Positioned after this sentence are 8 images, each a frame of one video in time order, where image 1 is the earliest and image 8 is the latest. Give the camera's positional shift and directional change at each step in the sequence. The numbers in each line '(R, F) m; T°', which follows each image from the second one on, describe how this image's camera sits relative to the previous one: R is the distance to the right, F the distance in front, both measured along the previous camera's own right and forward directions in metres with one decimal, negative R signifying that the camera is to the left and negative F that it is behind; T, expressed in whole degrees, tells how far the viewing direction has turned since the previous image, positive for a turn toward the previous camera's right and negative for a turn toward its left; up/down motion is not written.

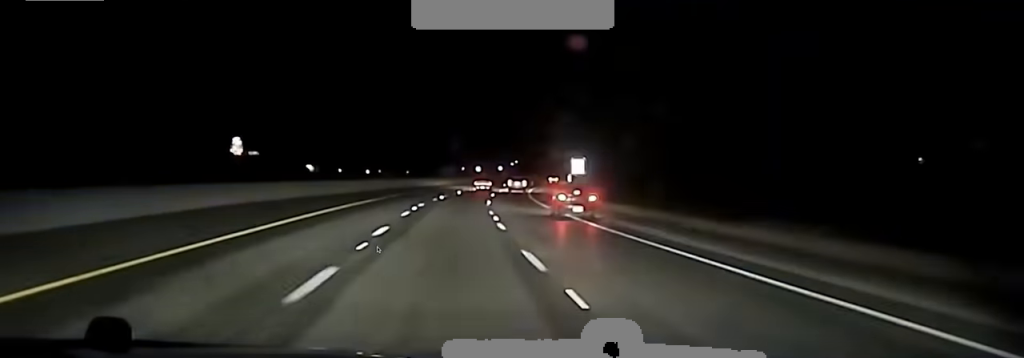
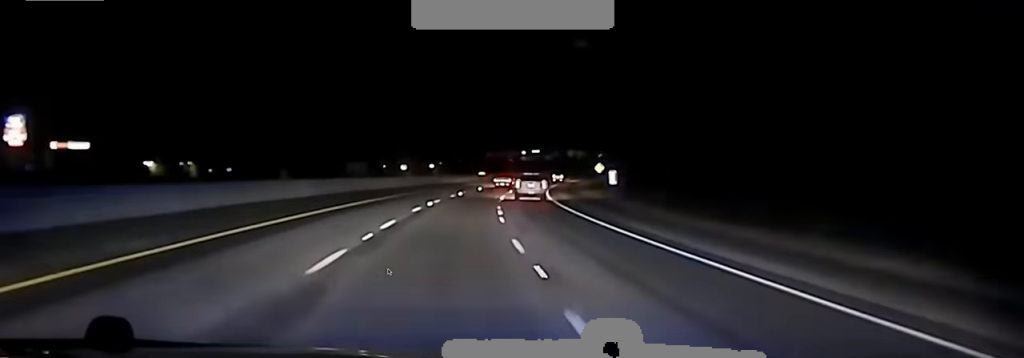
(+0.3, +98.1) m; +2°
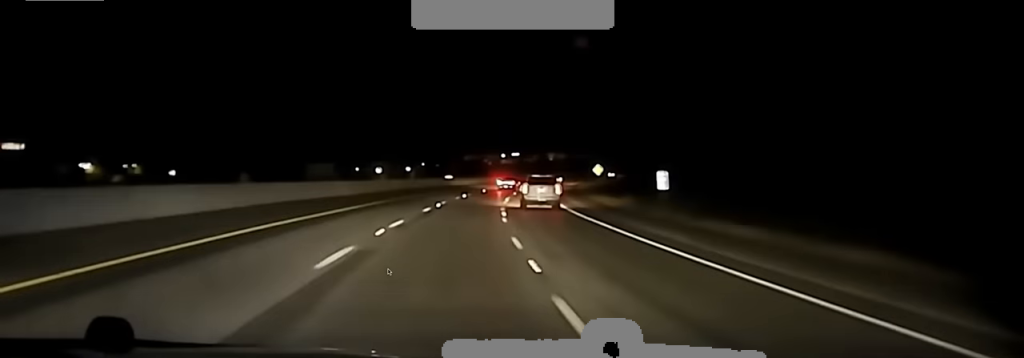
(-0.6, +23.2) m; +1°
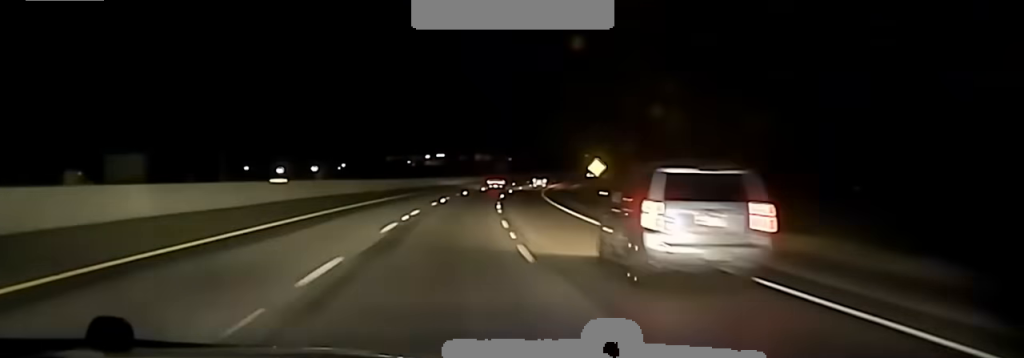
(+4.2, +72.9) m; +6°
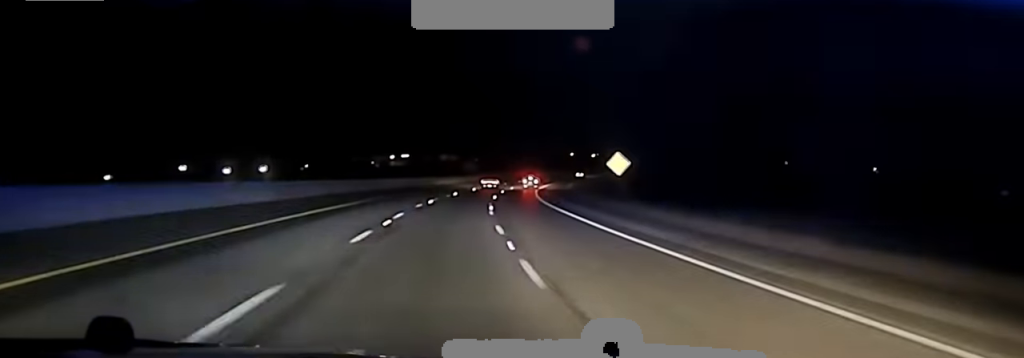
(+0.9, +32.3) m; +2°
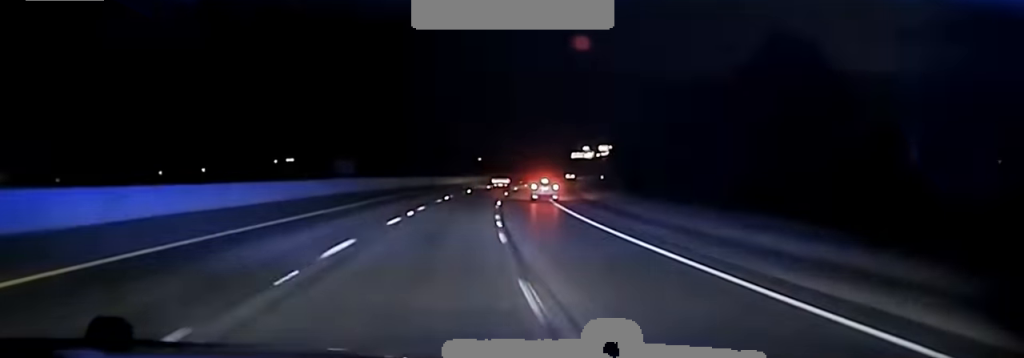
(+6.2, +105.9) m; +7°
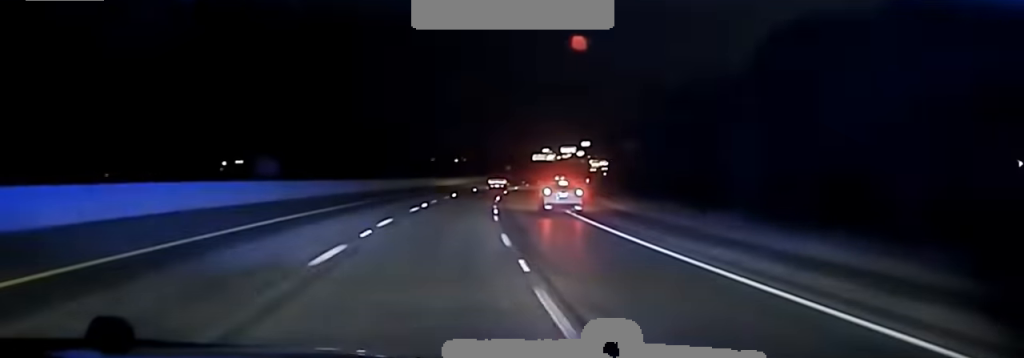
(+0.8, +37.8) m; +3°
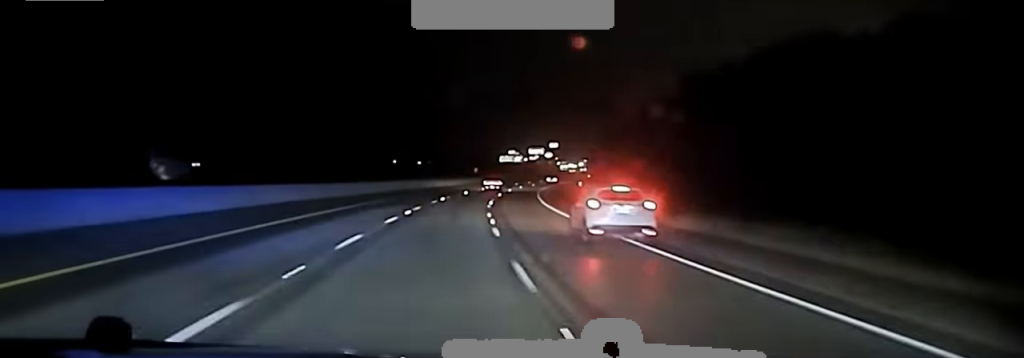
(-0.2, +27.9) m; +2°
